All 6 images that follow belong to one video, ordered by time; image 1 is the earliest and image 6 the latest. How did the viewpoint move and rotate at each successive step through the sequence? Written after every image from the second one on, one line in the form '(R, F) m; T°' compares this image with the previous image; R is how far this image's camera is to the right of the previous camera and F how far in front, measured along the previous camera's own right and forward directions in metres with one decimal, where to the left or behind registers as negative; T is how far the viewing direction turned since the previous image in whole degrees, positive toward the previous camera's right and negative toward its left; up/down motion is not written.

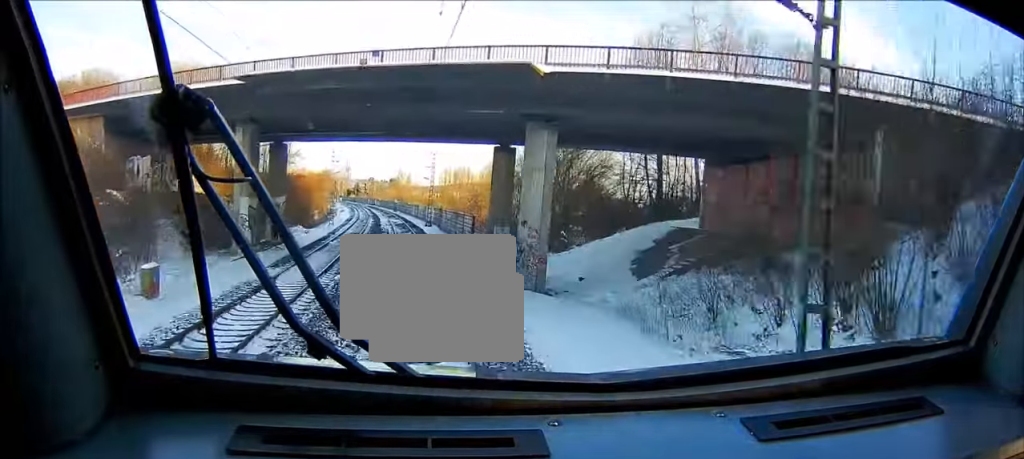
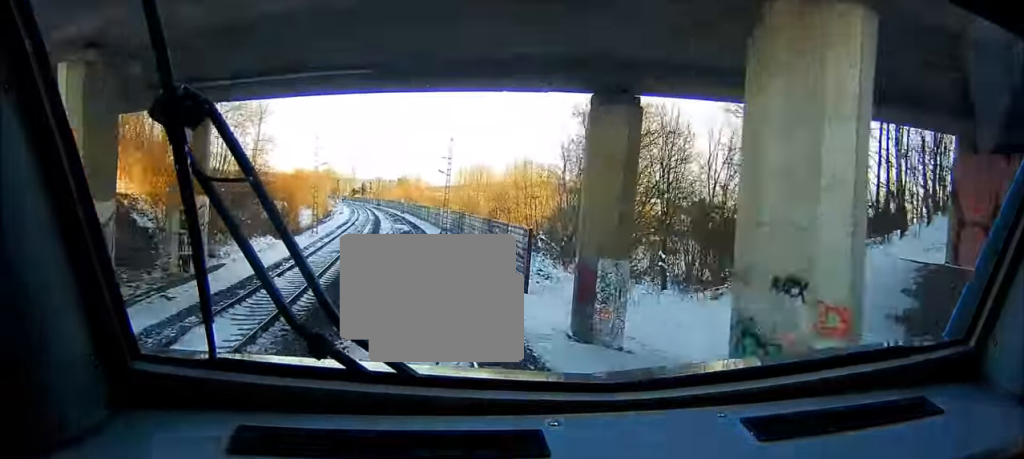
(-0.2, +19.1) m; -1°
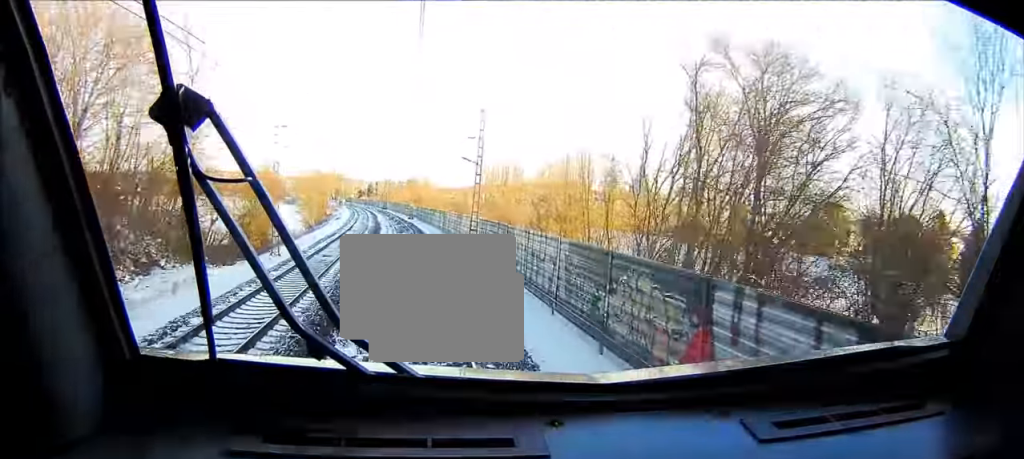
(0.0, +21.2) m; -1°
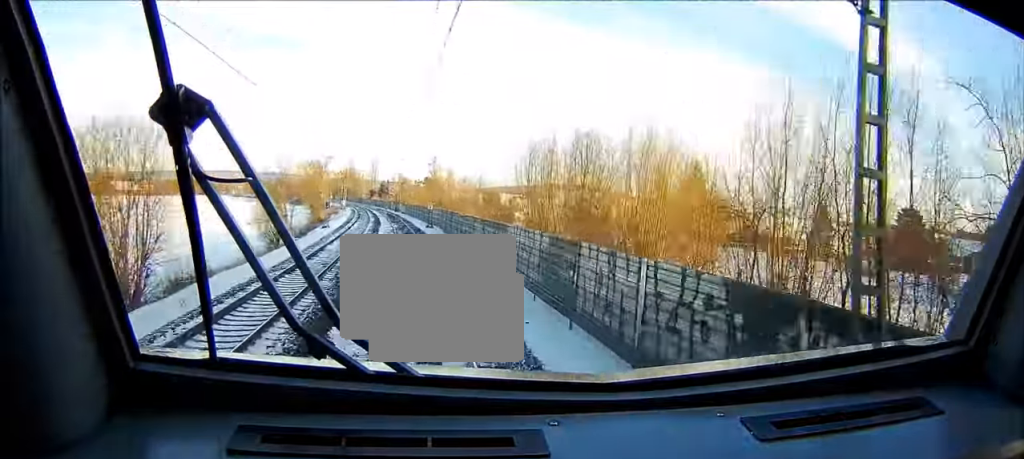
(-0.4, +32.9) m; -2°
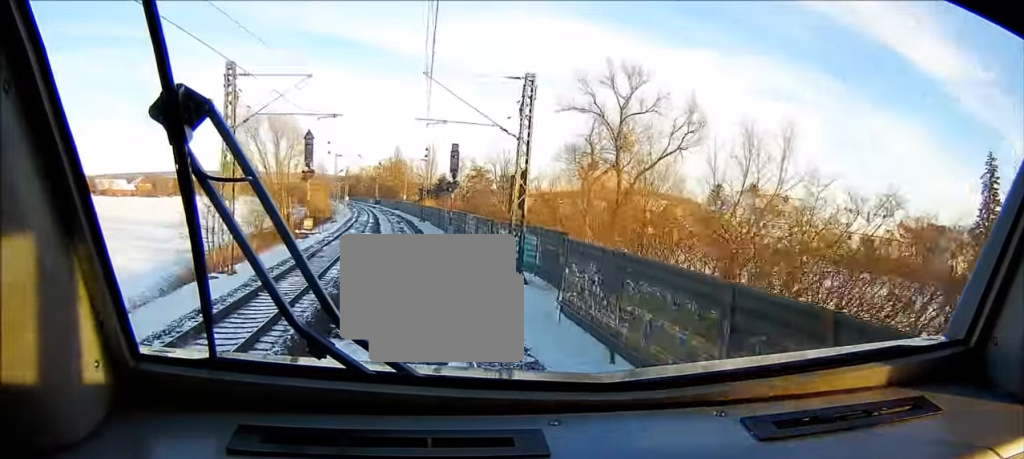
(-5.6, +121.1) m; -5°
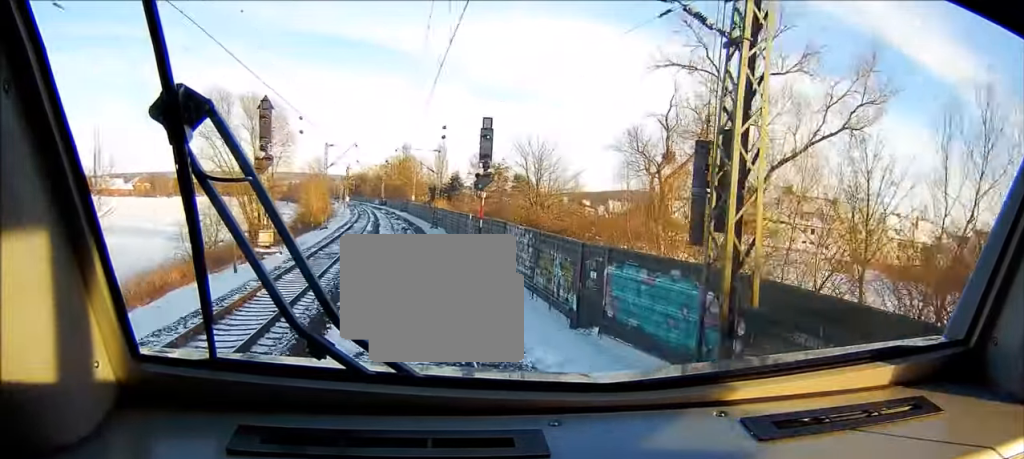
(0.0, +18.4) m; 0°
